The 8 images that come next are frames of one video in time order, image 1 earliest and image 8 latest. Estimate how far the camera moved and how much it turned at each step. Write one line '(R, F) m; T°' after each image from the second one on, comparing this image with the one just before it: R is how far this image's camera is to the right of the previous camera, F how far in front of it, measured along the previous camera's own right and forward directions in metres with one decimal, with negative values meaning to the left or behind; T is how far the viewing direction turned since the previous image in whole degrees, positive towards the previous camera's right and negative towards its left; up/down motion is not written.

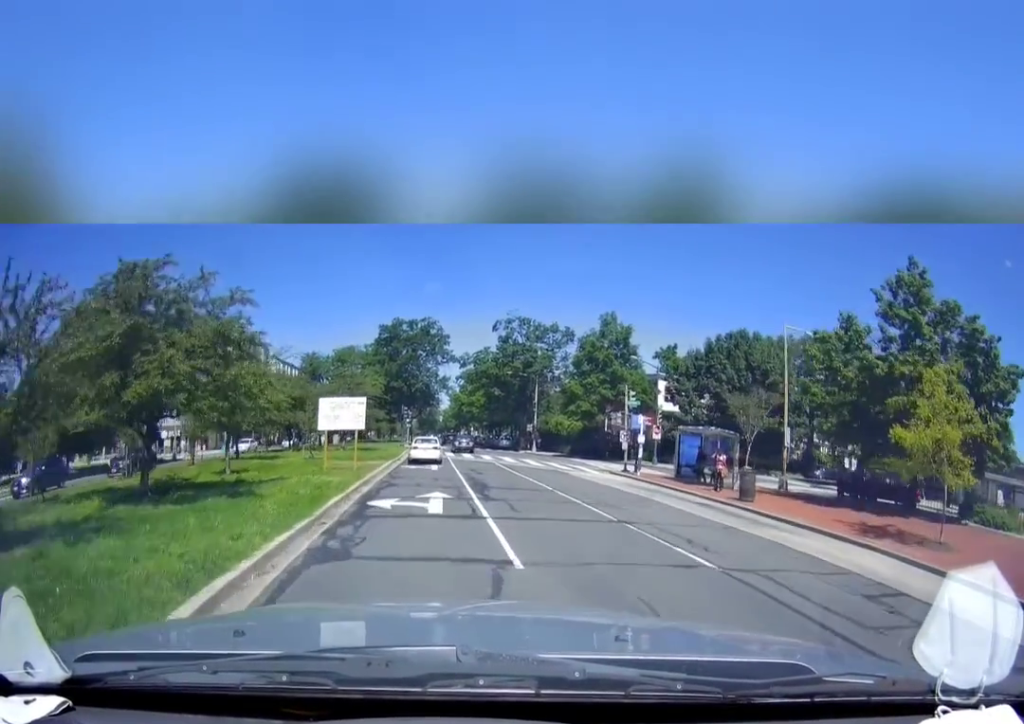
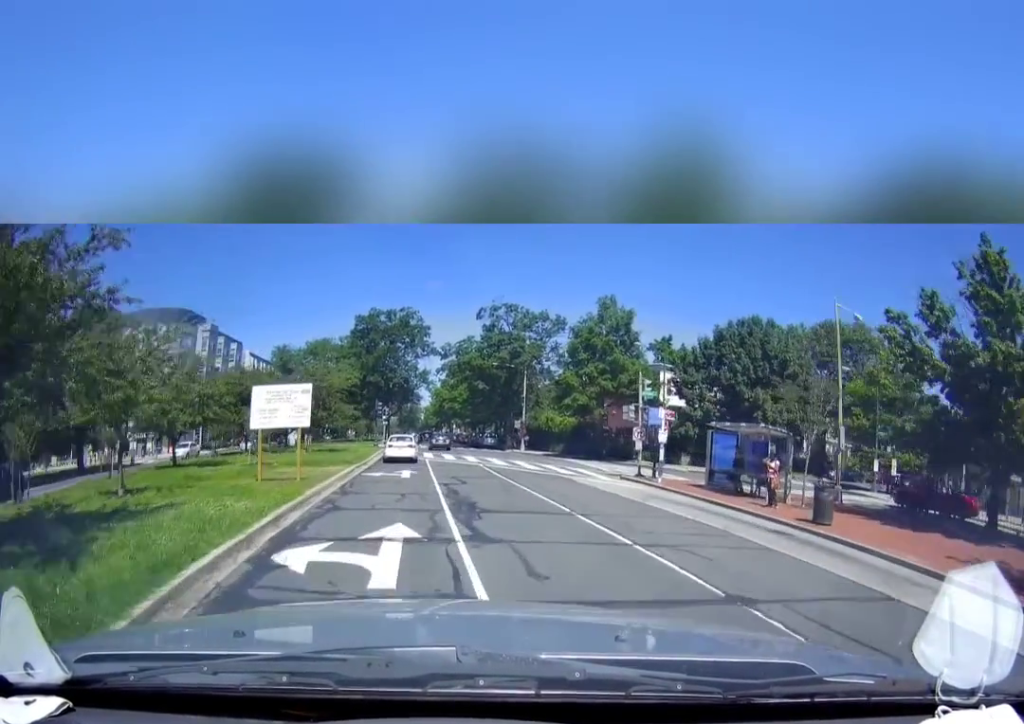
(0.0, +5.0) m; -2°
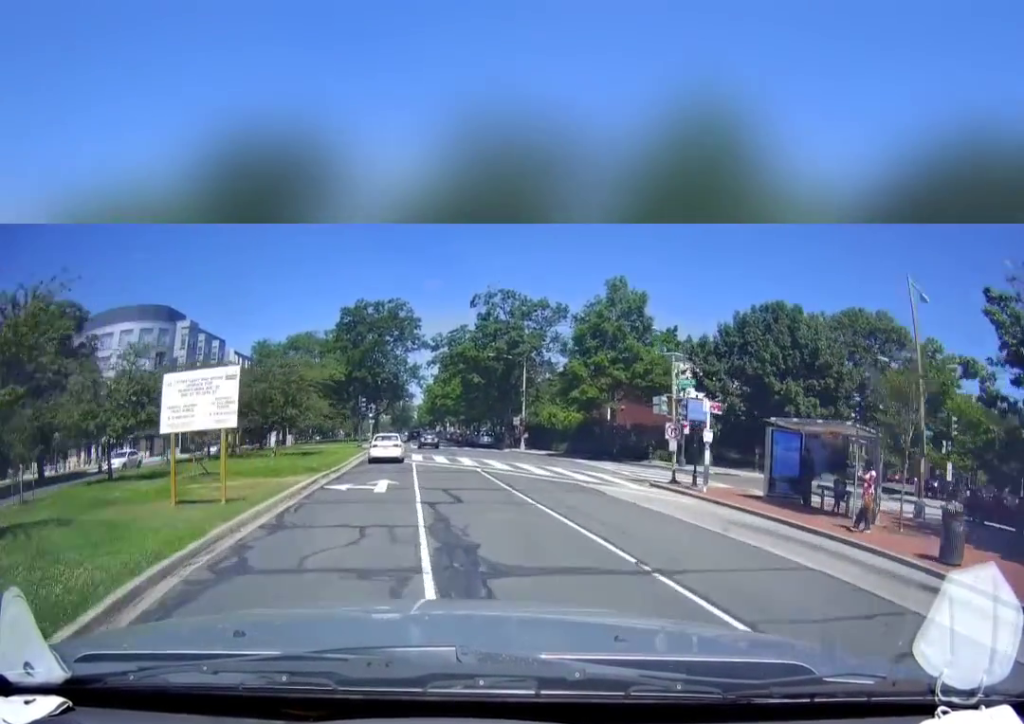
(-0.3, +4.5) m; +1°
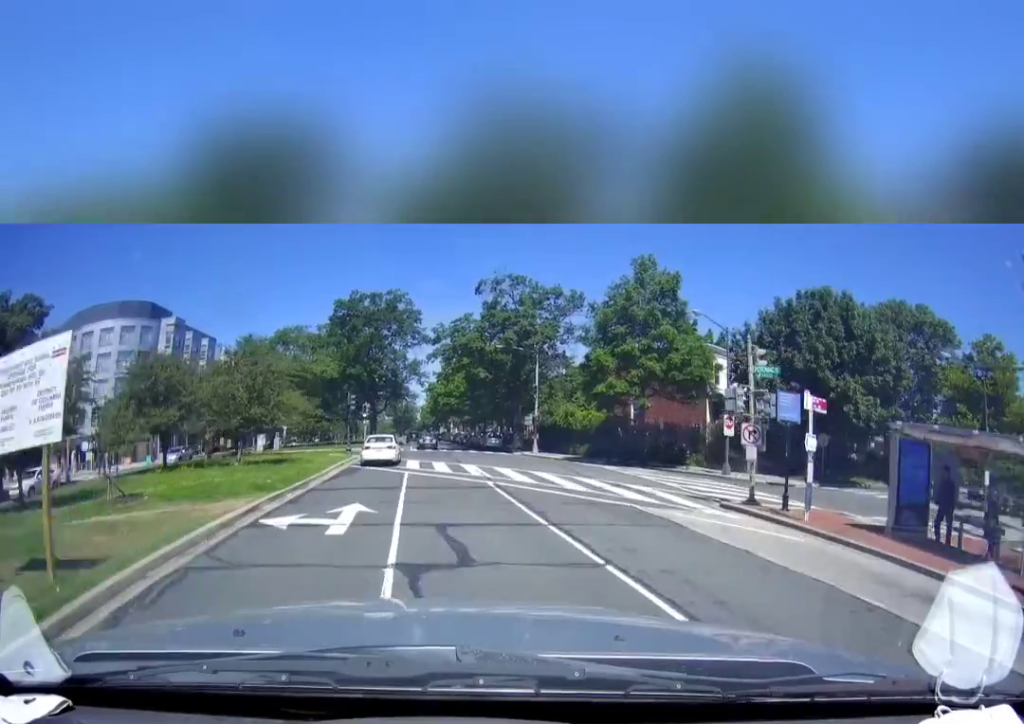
(-0.1, +5.3) m; +1°
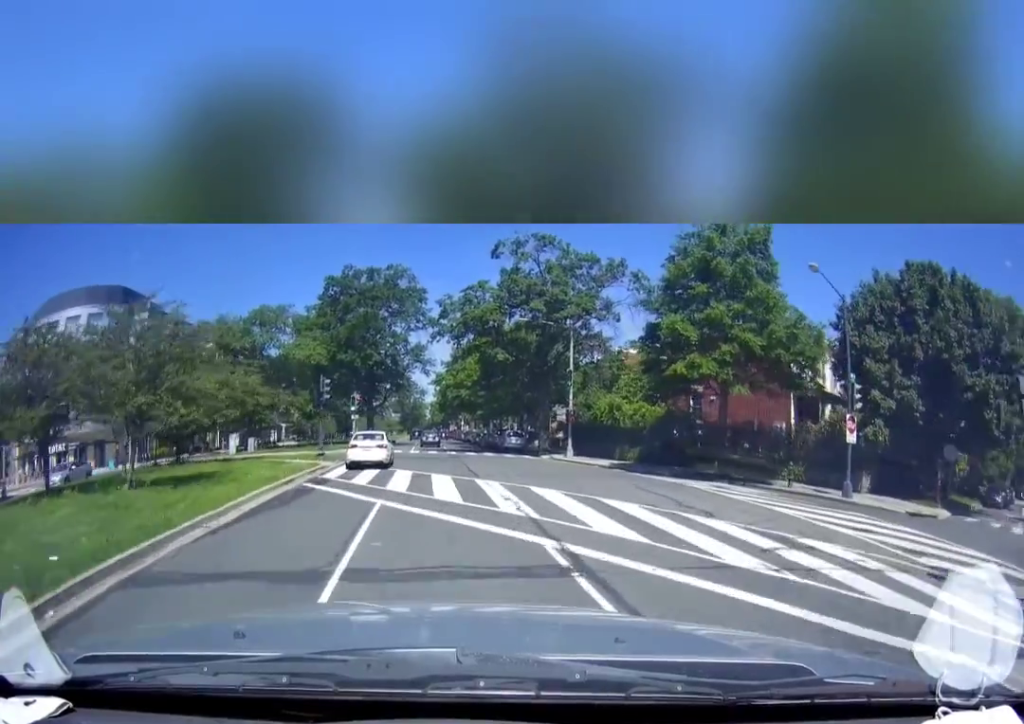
(+0.5, +8.9) m; 0°
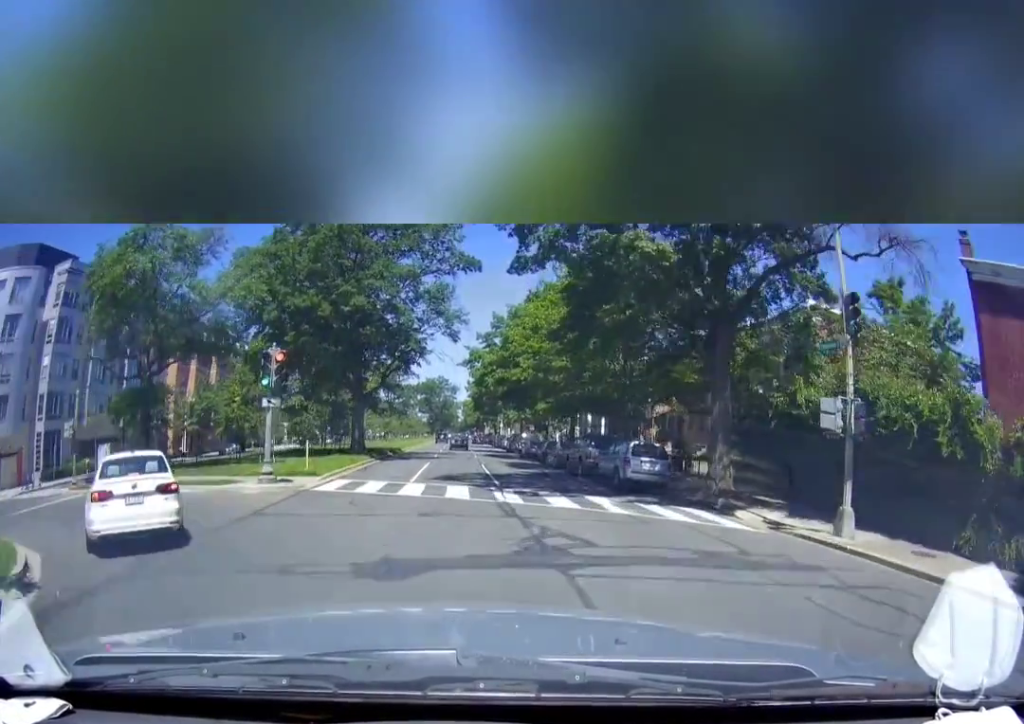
(+0.5, +24.0) m; +2°
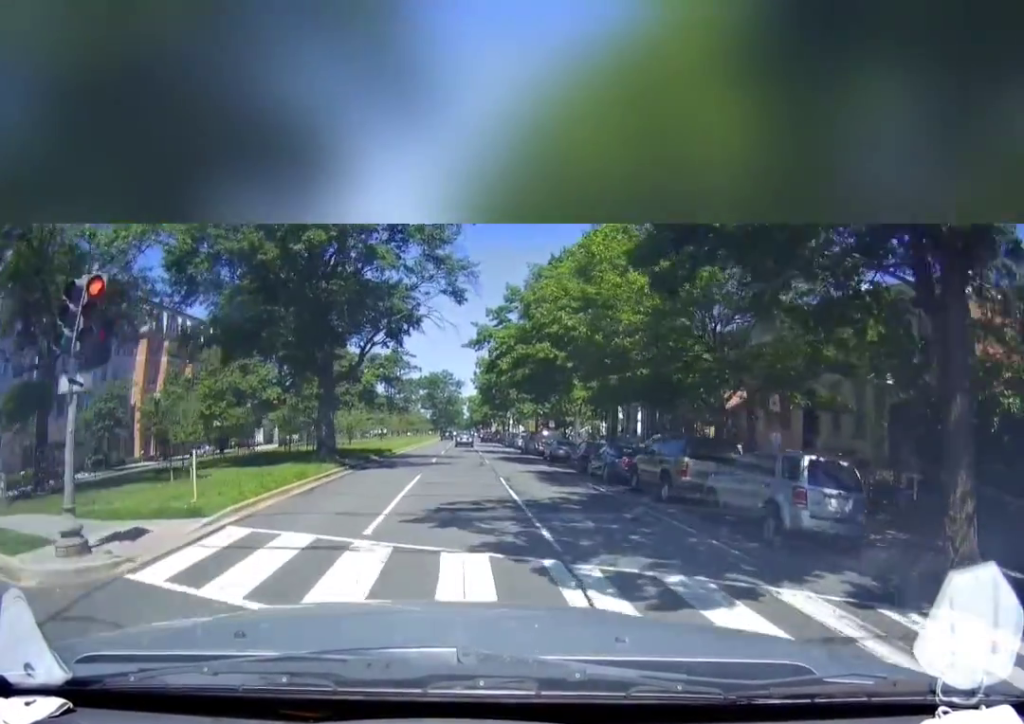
(-0.4, +9.6) m; -2°
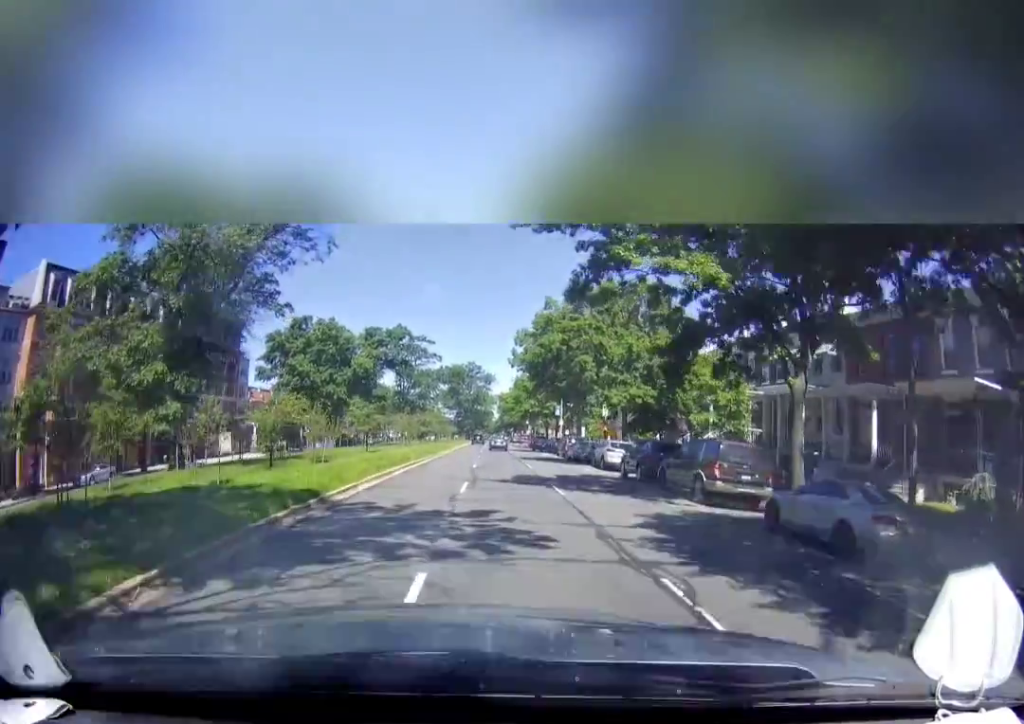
(+0.4, +24.4) m; 0°
